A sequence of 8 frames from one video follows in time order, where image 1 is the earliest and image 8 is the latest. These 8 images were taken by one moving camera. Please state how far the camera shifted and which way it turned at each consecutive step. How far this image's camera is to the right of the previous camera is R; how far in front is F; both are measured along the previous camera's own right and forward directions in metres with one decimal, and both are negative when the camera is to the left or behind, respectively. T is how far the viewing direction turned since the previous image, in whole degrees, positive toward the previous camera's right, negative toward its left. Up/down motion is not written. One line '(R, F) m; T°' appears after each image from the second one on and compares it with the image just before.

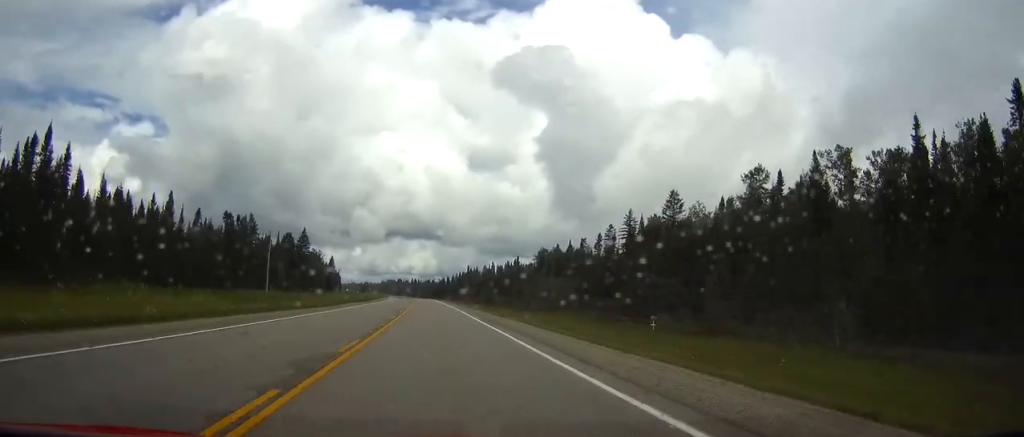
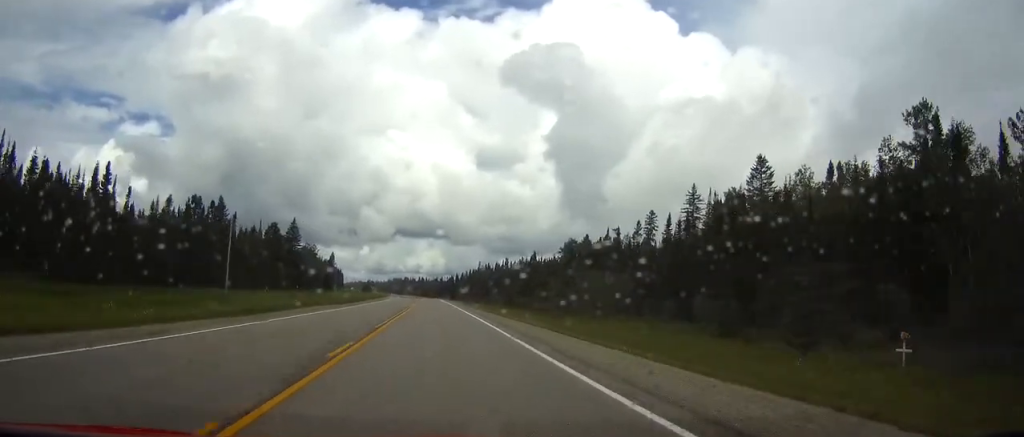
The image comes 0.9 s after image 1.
(-0.1, +27.8) m; -1°
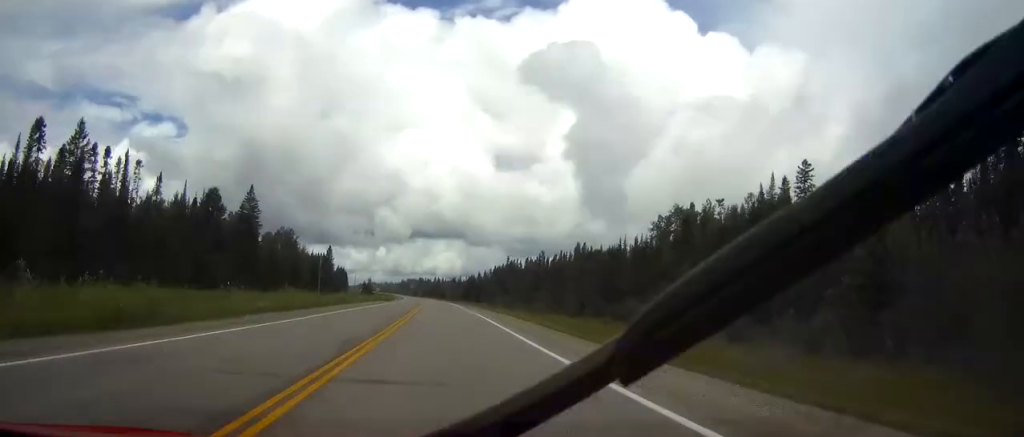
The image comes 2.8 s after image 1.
(-0.6, +60.1) m; -1°
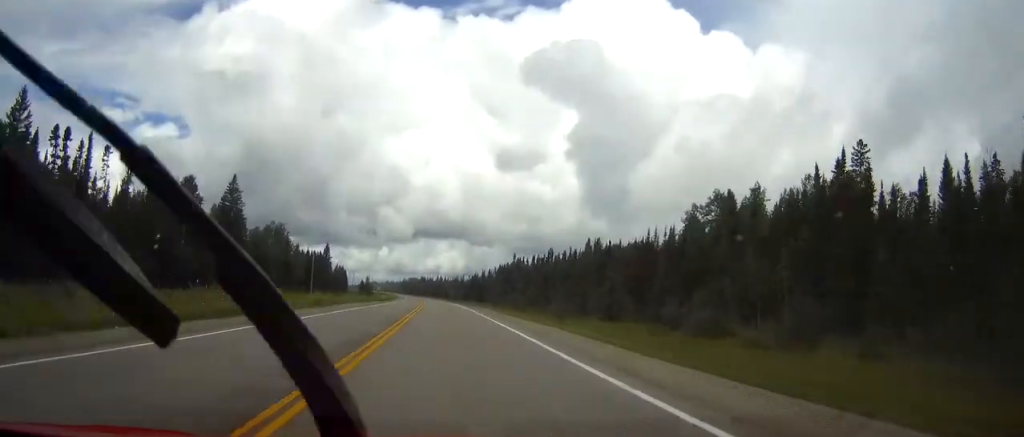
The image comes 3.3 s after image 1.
(0.0, +13.5) m; 0°
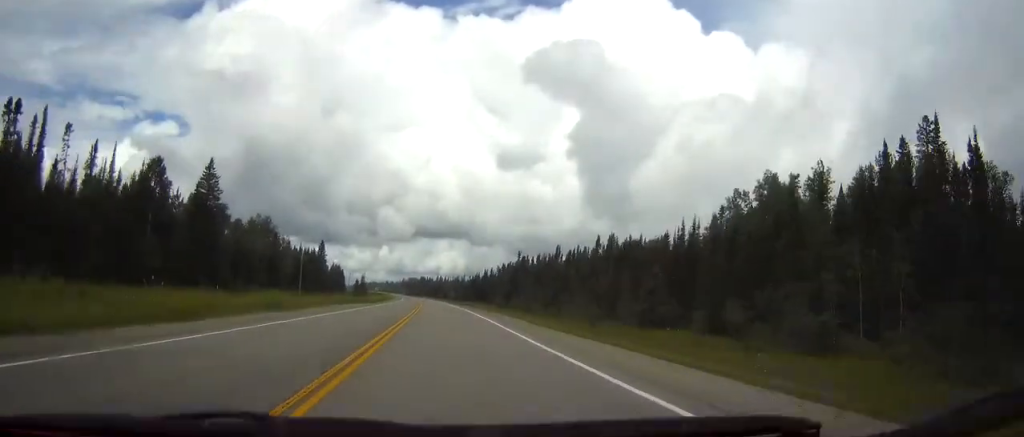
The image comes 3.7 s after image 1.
(0.0, +13.5) m; 0°
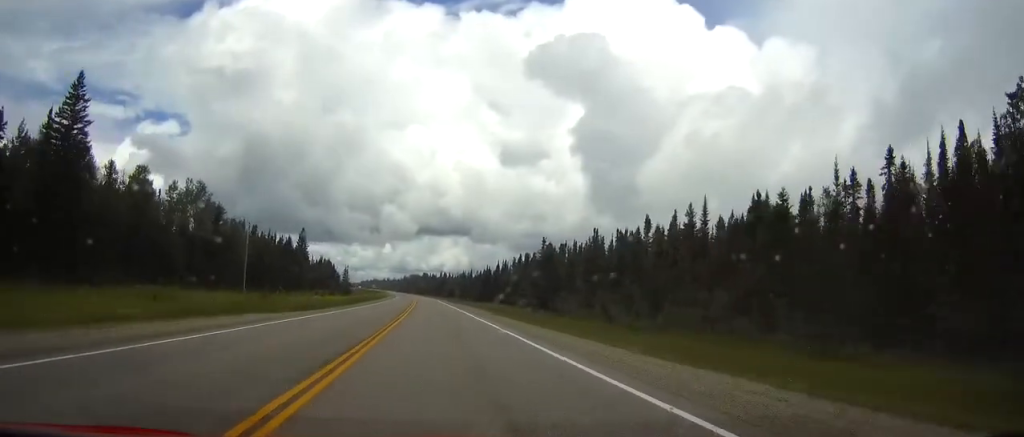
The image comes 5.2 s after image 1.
(-0.2, +46.6) m; 0°
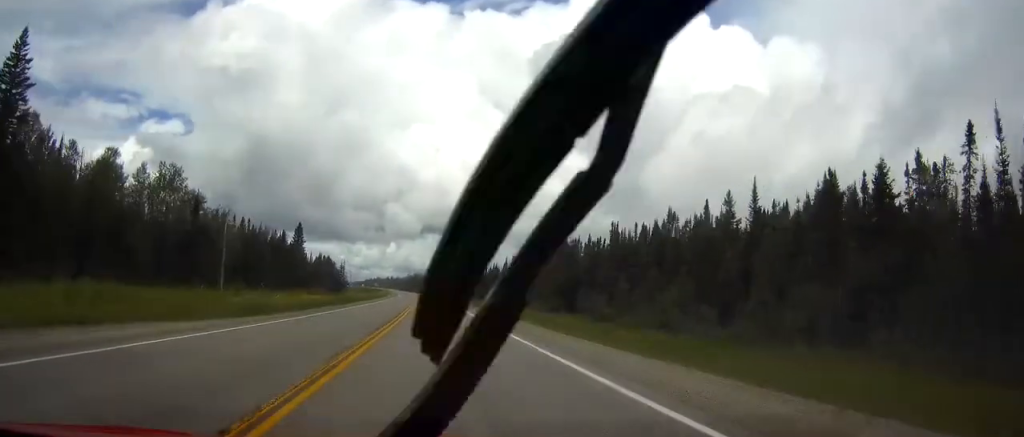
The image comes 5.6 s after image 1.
(+0.1, +13.5) m; 0°
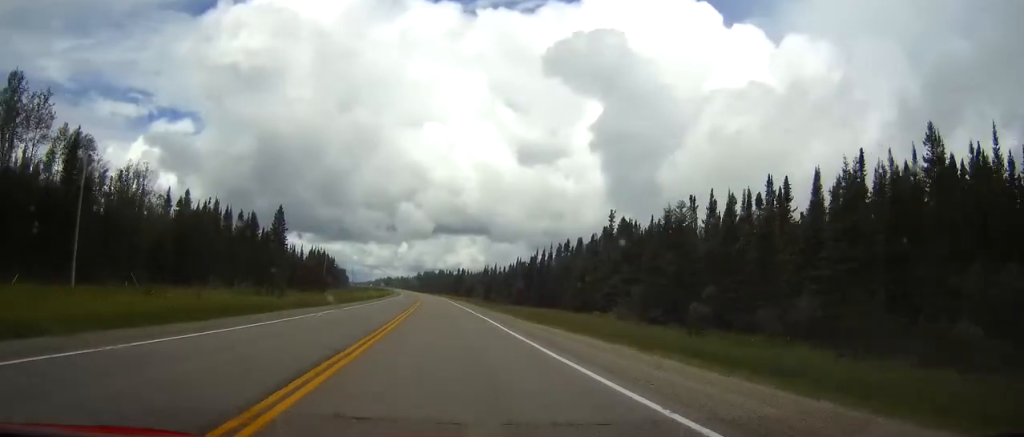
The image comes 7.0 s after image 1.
(-0.6, +43.2) m; -1°
